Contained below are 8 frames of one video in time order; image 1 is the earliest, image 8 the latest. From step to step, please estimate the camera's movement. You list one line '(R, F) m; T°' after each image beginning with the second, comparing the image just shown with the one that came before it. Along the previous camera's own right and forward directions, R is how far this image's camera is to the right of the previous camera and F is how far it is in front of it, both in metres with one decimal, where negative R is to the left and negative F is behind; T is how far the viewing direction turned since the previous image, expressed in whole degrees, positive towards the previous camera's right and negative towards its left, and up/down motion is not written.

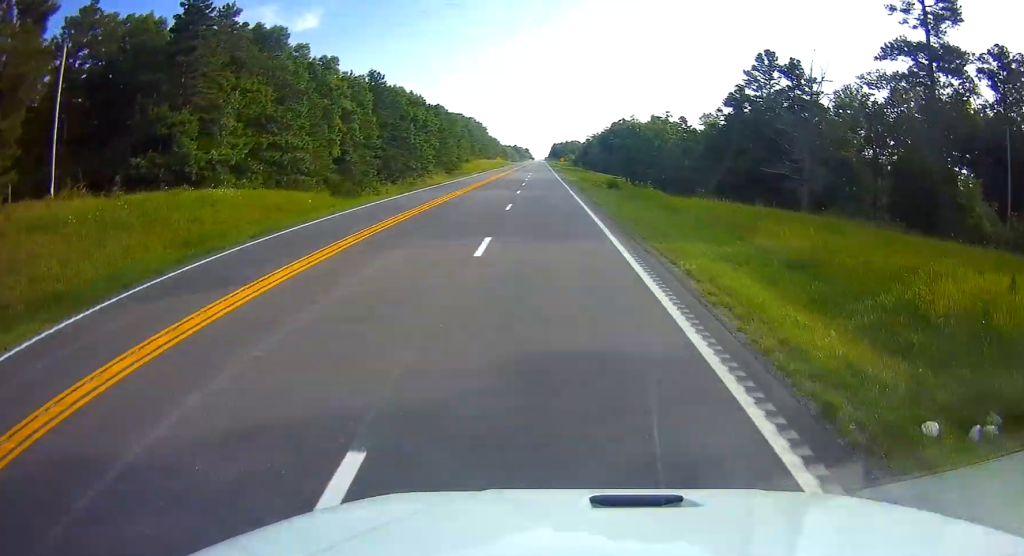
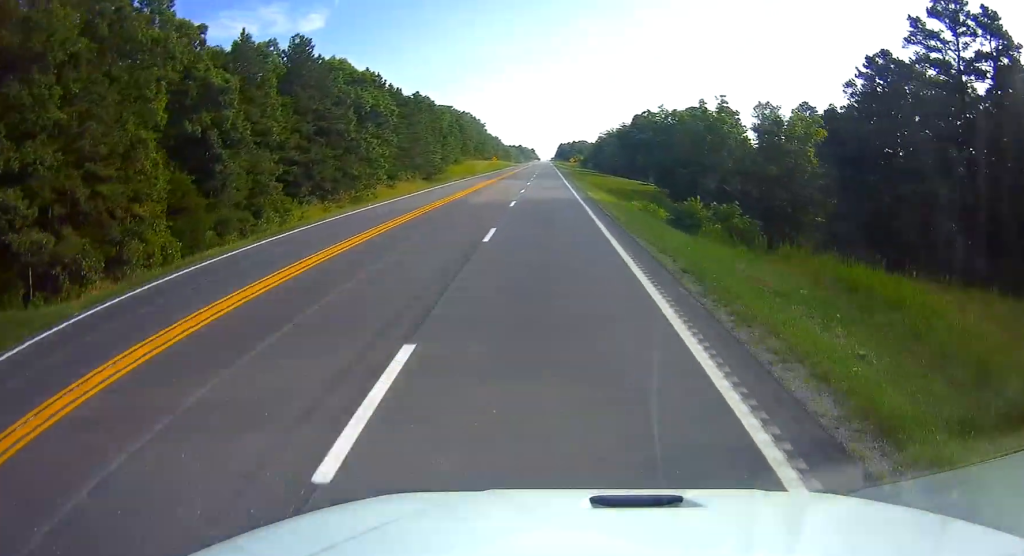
(0.0, +33.6) m; -1°
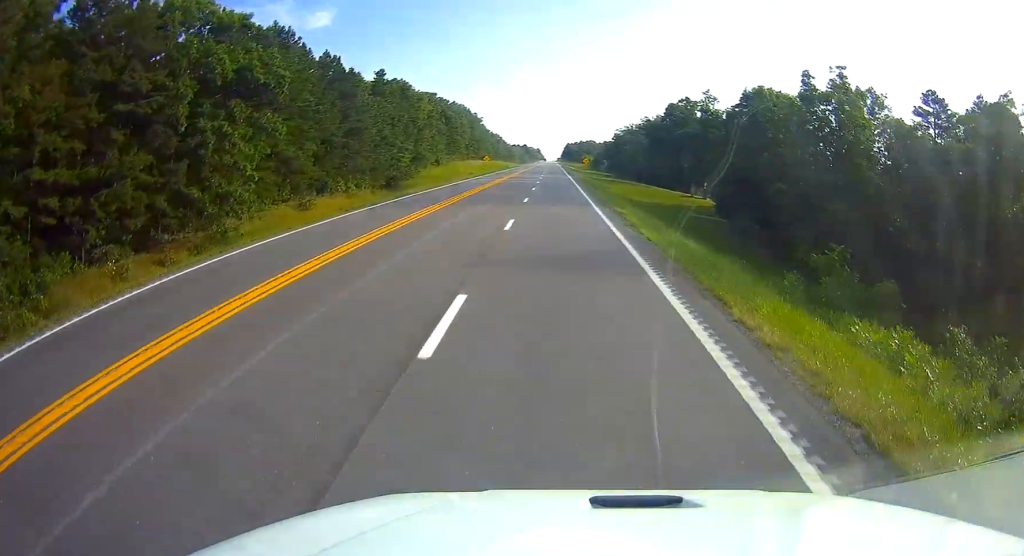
(-0.4, +33.7) m; -1°
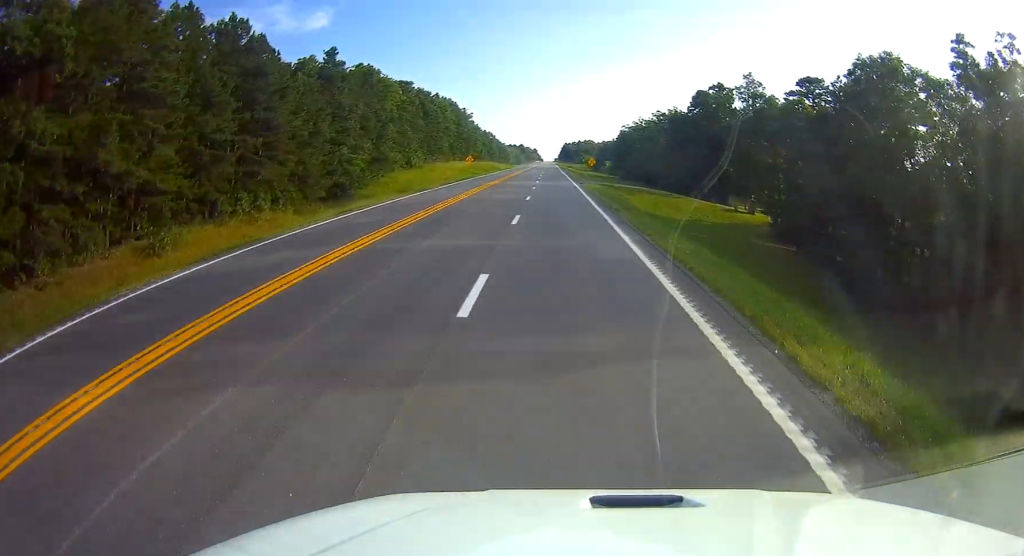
(-0.2, +22.5) m; 0°
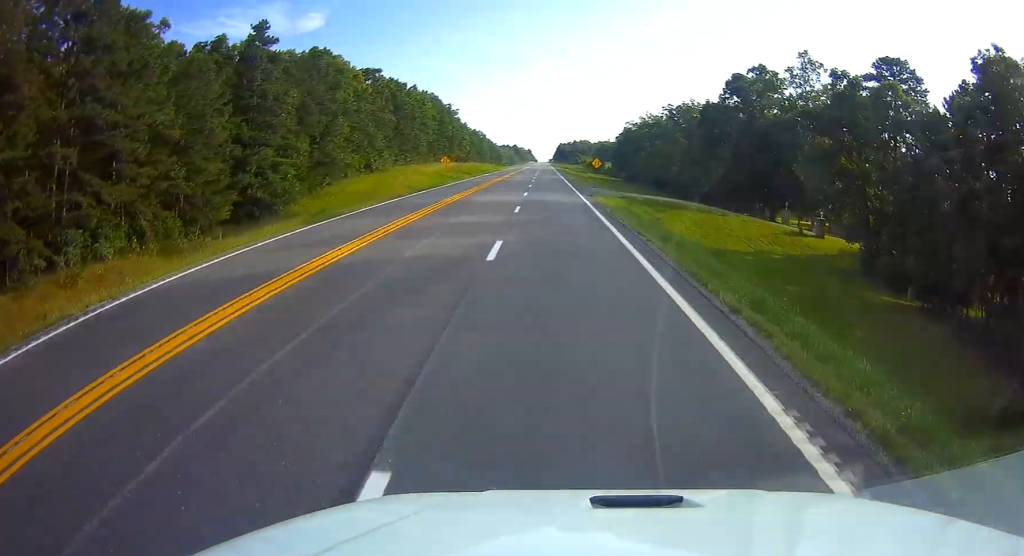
(+0.3, +19.5) m; +1°
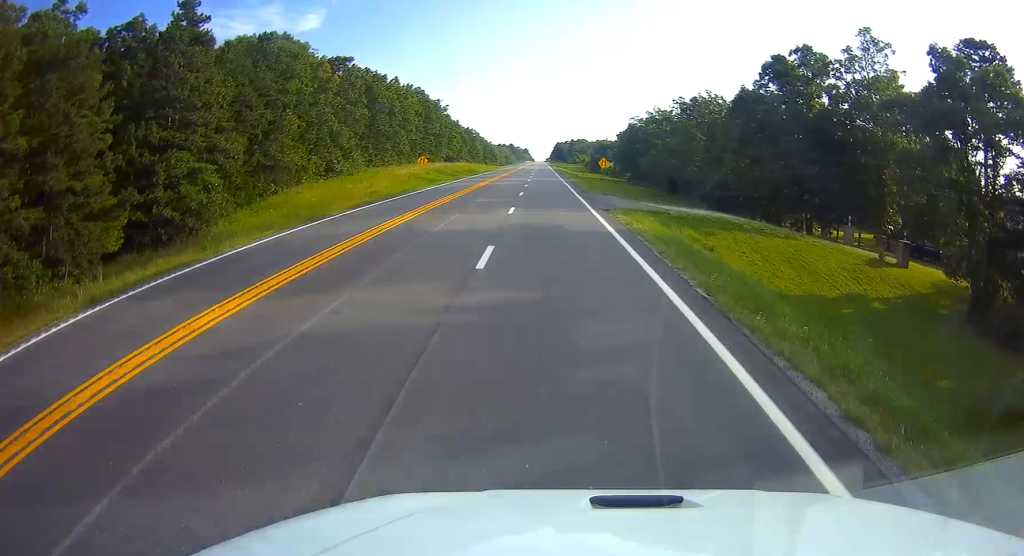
(0.0, +13.3) m; 0°
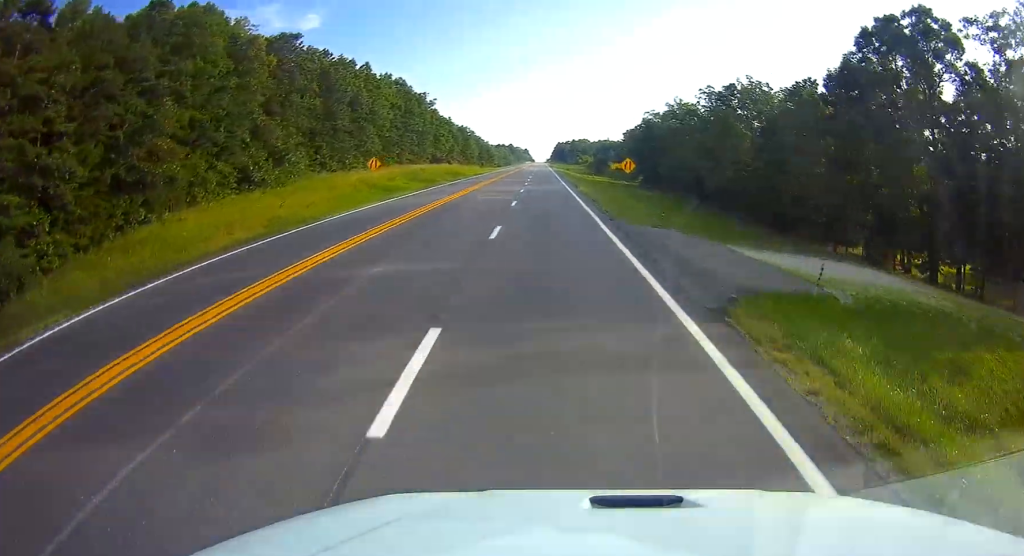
(0.0, +19.5) m; 0°
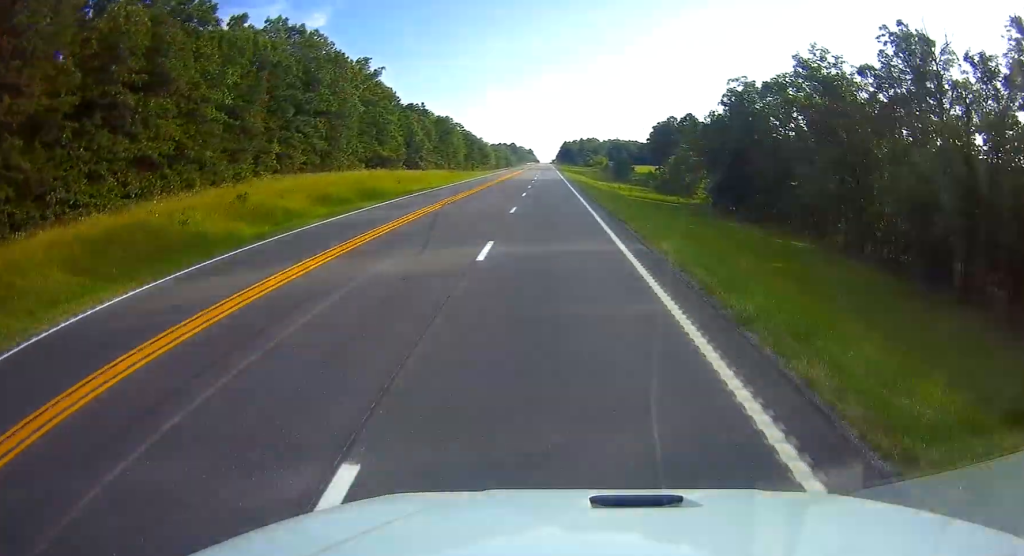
(0.0, +52.4) m; 0°
